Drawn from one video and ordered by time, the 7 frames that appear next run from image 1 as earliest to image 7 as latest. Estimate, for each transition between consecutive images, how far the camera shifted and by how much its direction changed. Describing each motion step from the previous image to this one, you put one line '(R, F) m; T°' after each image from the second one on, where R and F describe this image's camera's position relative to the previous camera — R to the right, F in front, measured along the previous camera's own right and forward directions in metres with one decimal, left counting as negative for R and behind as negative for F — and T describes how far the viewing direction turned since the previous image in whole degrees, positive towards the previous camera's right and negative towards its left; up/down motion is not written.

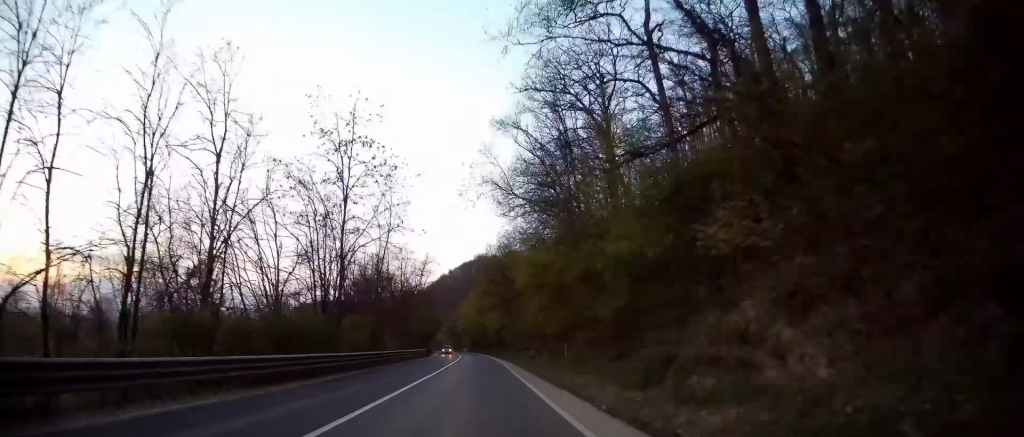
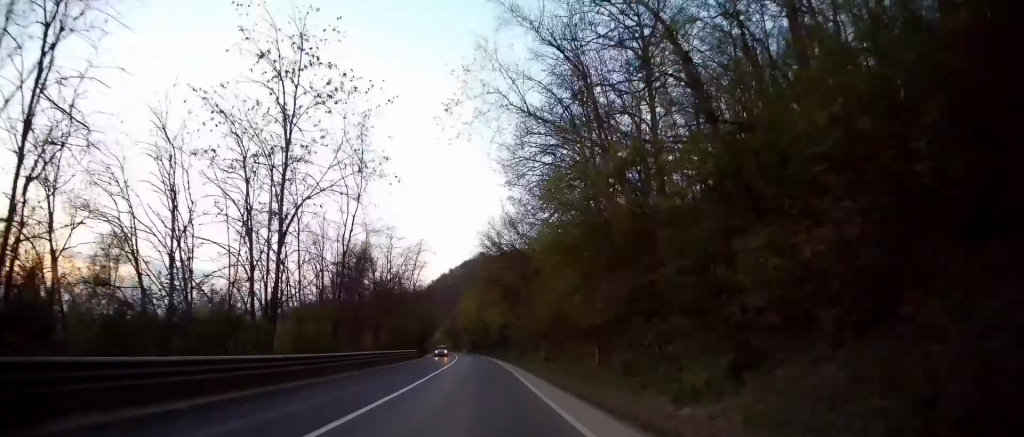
(0.0, +10.1) m; 0°
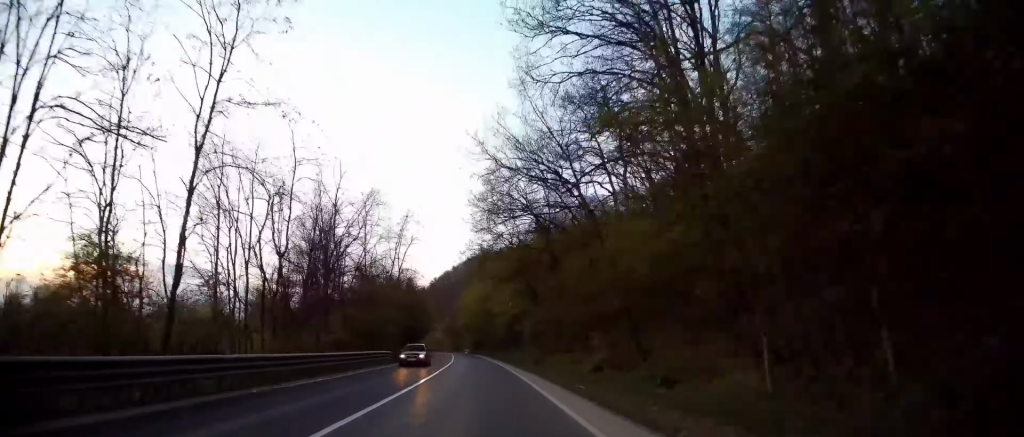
(-0.1, +16.6) m; 0°
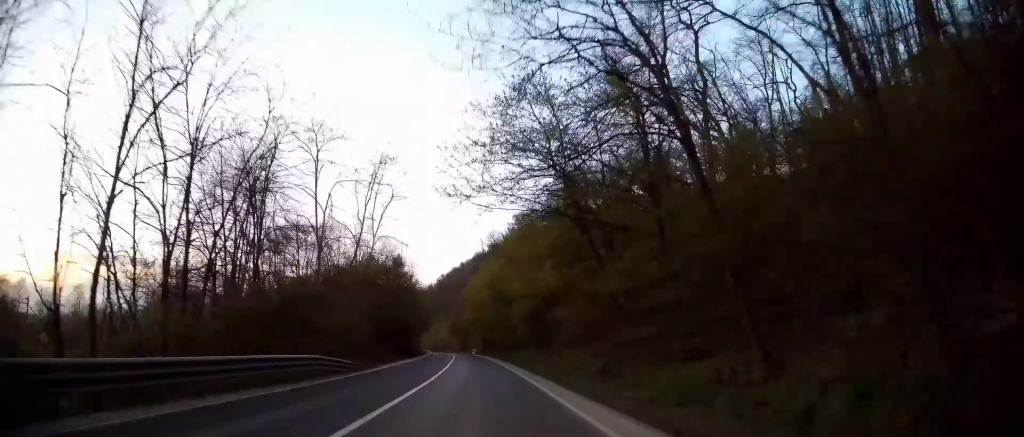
(-0.1, +17.8) m; 0°
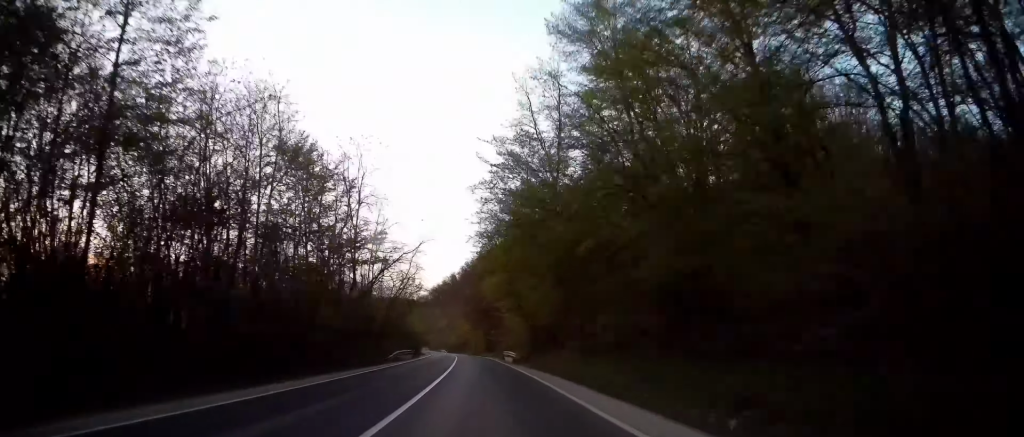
(-0.9, +54.1) m; -3°
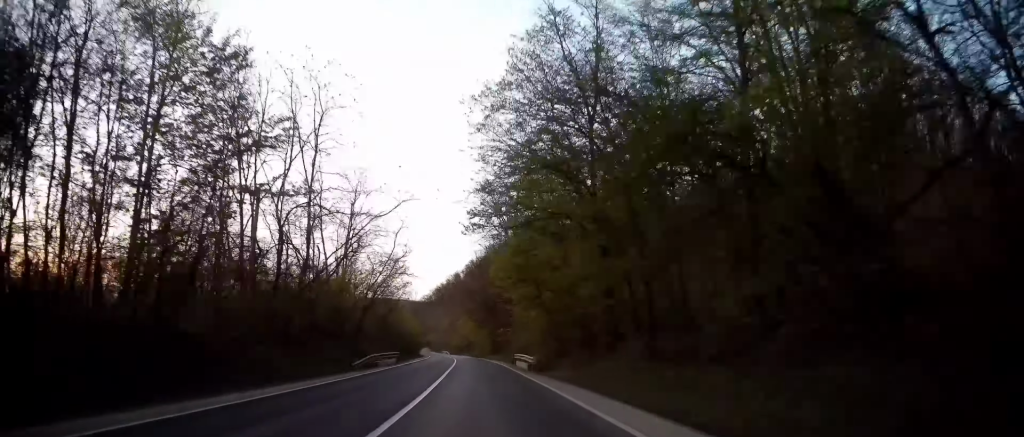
(-0.2, +11.4) m; -1°
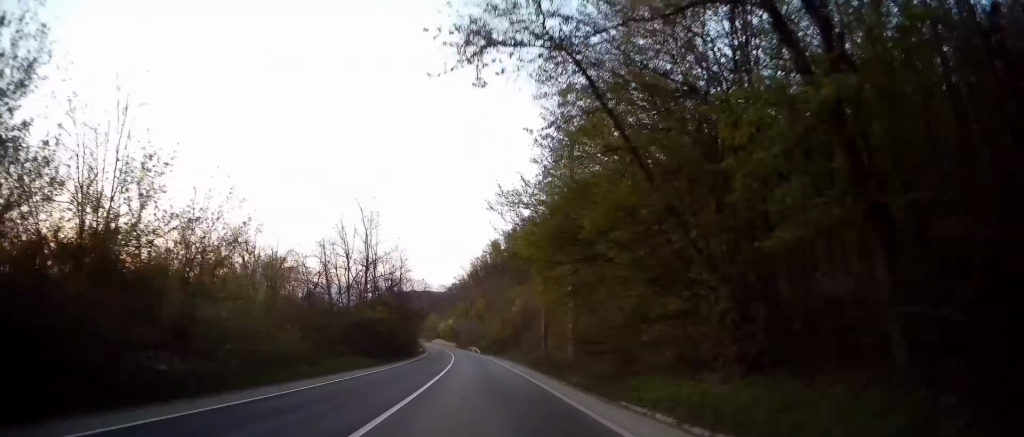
(-2.4, +77.9) m; -4°
